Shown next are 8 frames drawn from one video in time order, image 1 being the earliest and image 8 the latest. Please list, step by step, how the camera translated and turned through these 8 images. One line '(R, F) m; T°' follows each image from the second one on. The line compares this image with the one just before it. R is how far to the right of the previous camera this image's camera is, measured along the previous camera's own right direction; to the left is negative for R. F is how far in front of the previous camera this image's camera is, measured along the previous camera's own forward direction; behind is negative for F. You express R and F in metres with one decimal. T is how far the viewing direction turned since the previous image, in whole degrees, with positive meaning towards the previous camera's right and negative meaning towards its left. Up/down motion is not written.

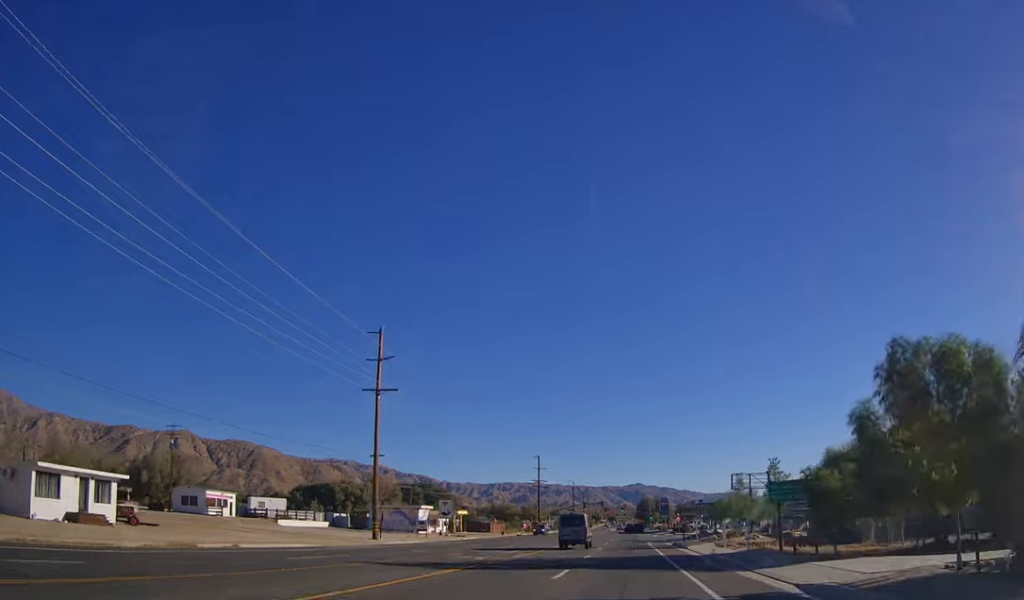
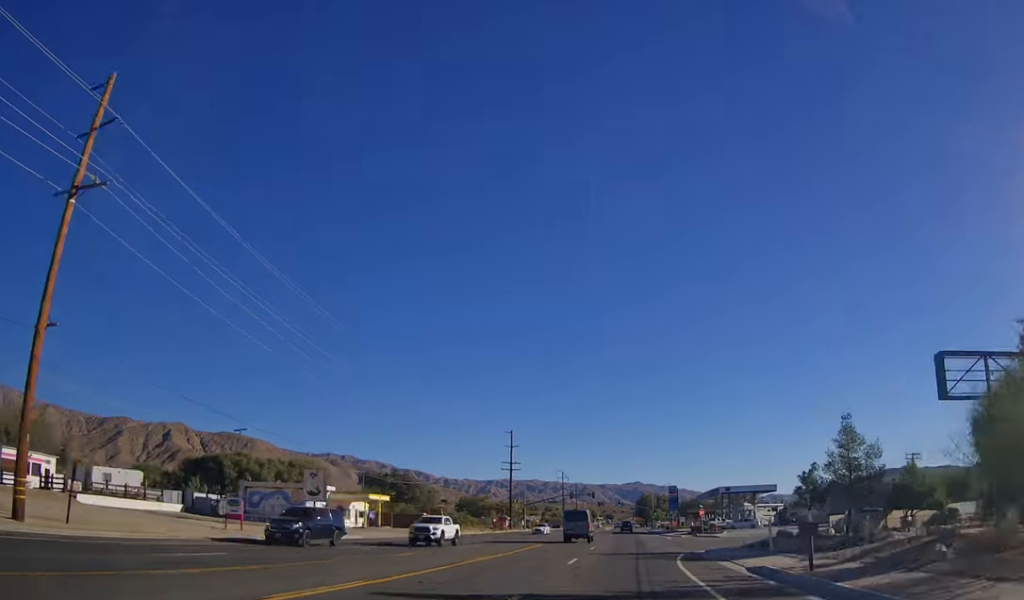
(-0.1, +38.2) m; -1°
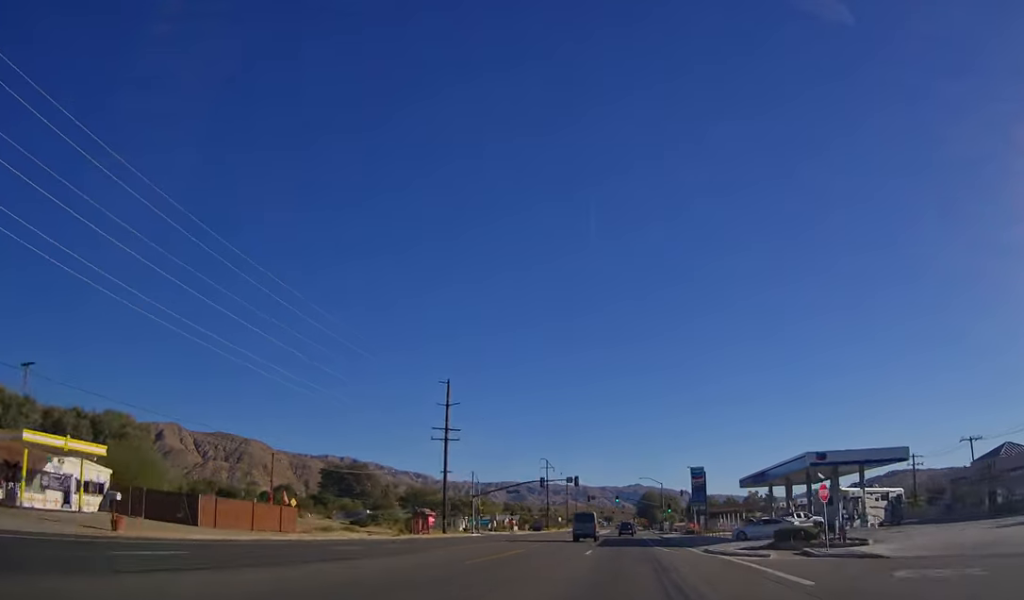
(-0.4, +46.6) m; -1°
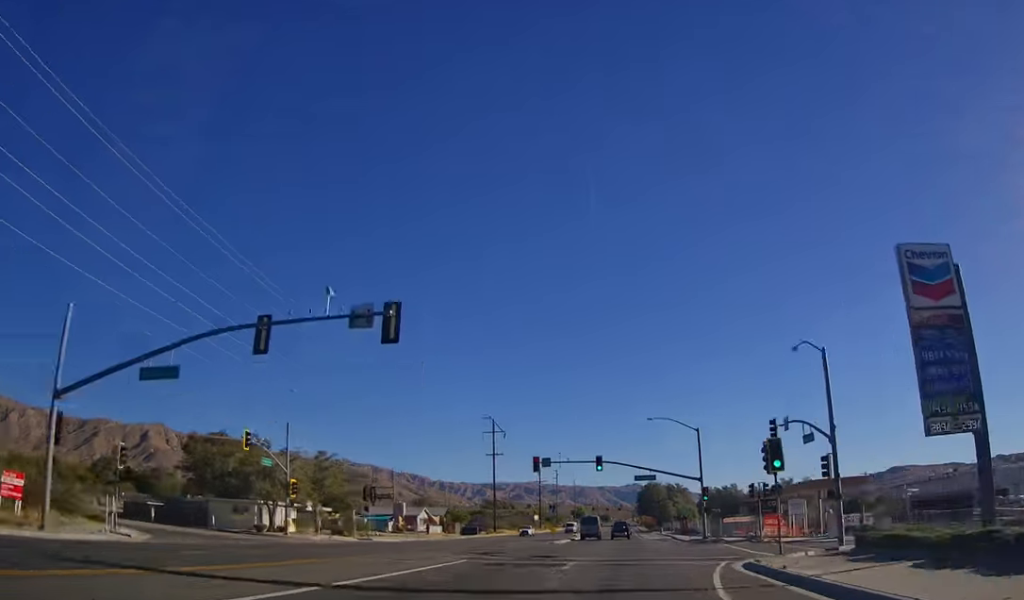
(+0.4, +70.5) m; +1°
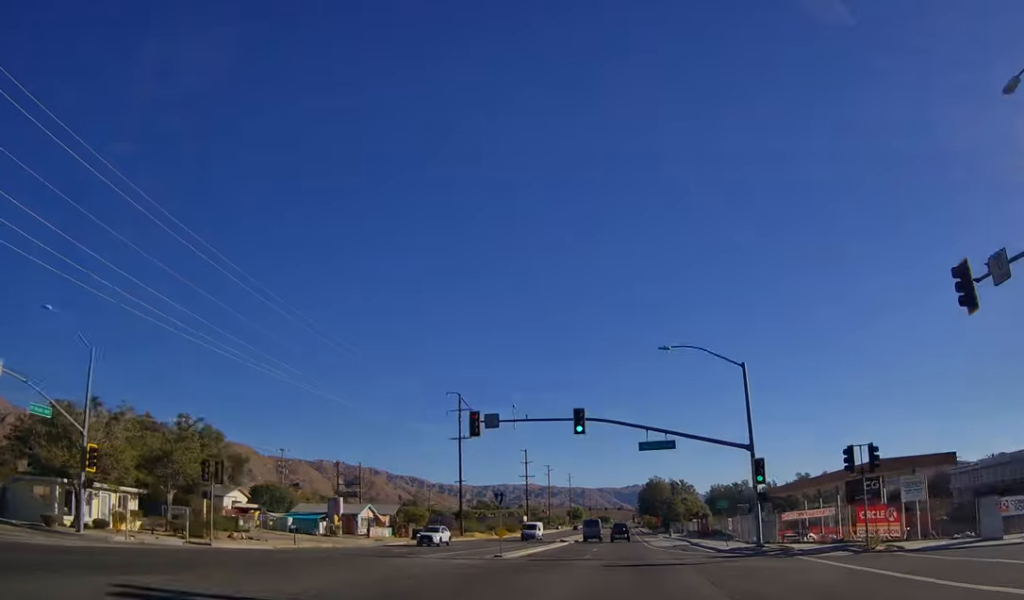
(+0.2, +23.4) m; 0°
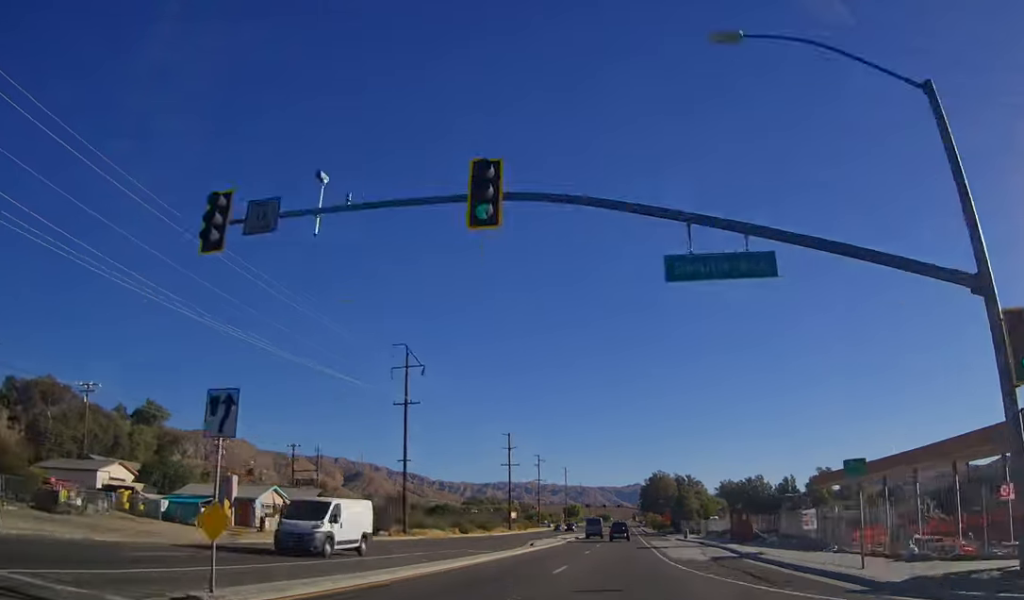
(-0.1, +23.4) m; 0°
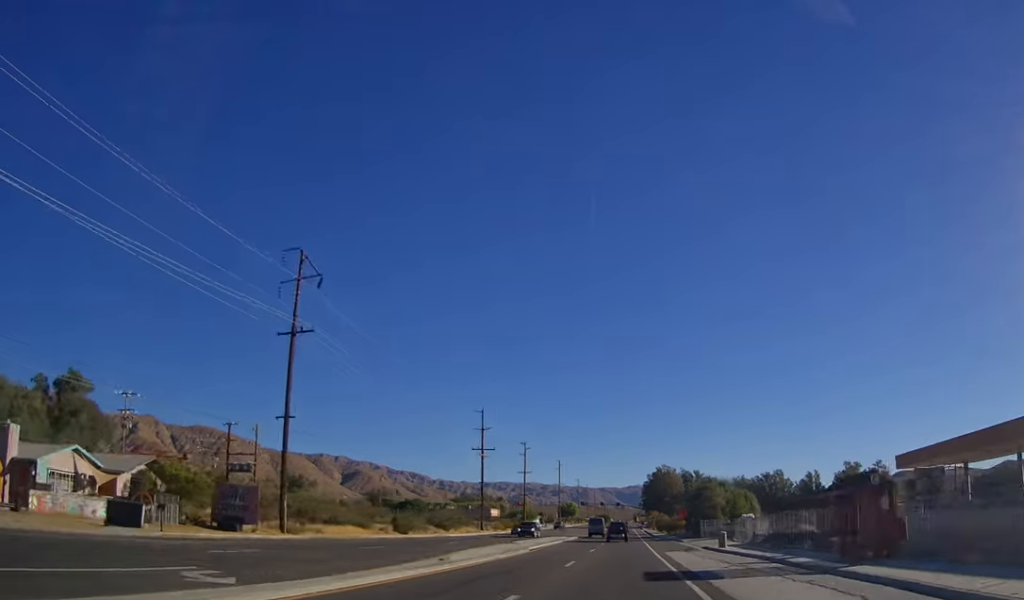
(-0.2, +24.6) m; 0°
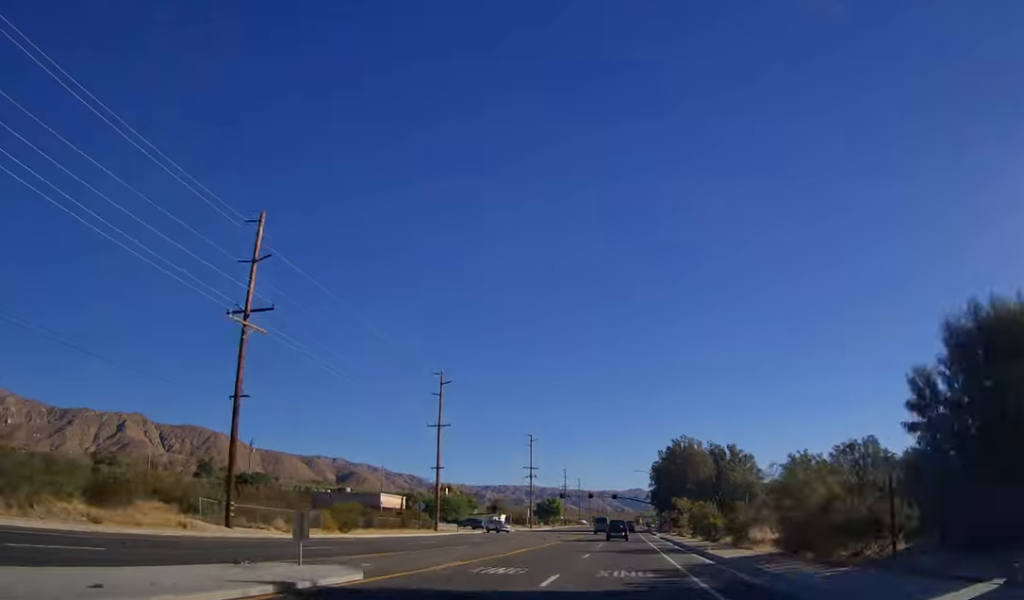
(-0.5, +67.0) m; -1°
